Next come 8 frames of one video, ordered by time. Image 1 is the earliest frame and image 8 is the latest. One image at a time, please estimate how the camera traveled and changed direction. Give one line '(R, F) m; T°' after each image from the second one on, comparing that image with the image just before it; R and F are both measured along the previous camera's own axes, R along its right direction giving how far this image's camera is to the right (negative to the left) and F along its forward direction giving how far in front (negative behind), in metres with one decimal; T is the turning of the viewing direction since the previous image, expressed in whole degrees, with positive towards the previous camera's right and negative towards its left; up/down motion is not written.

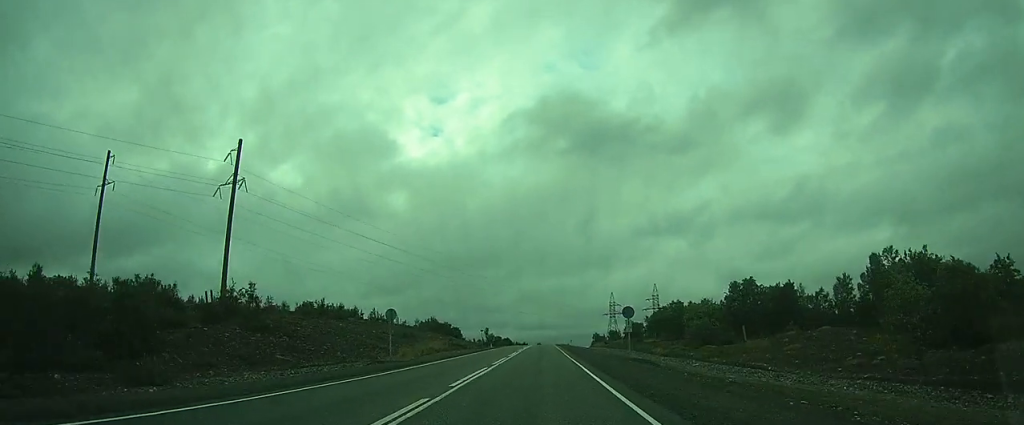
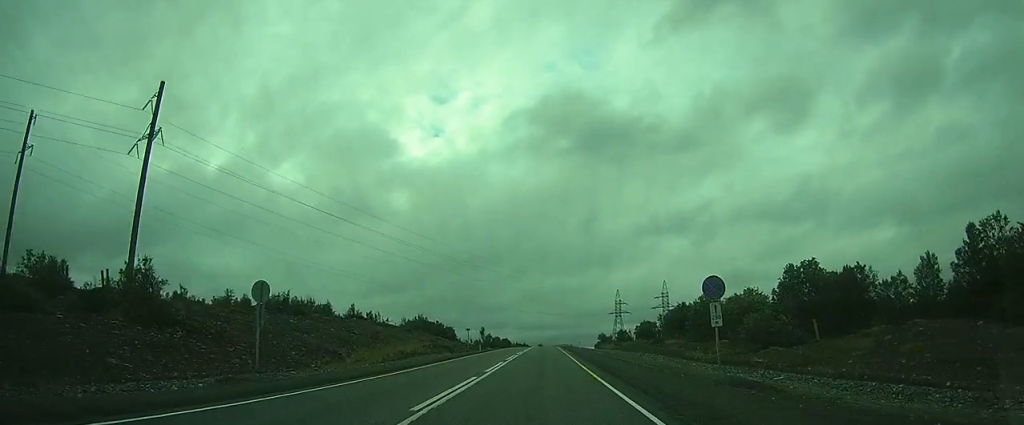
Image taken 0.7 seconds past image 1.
(0.0, +17.5) m; 0°
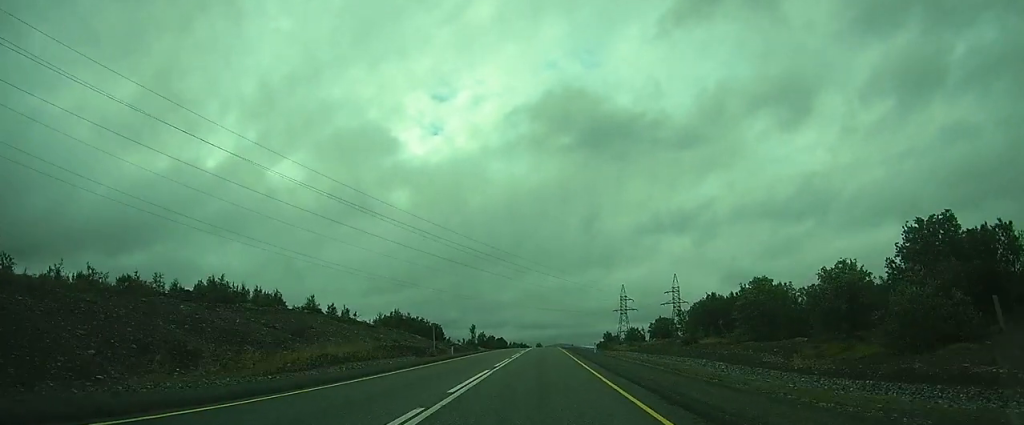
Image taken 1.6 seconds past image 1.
(0.0, +21.5) m; +1°
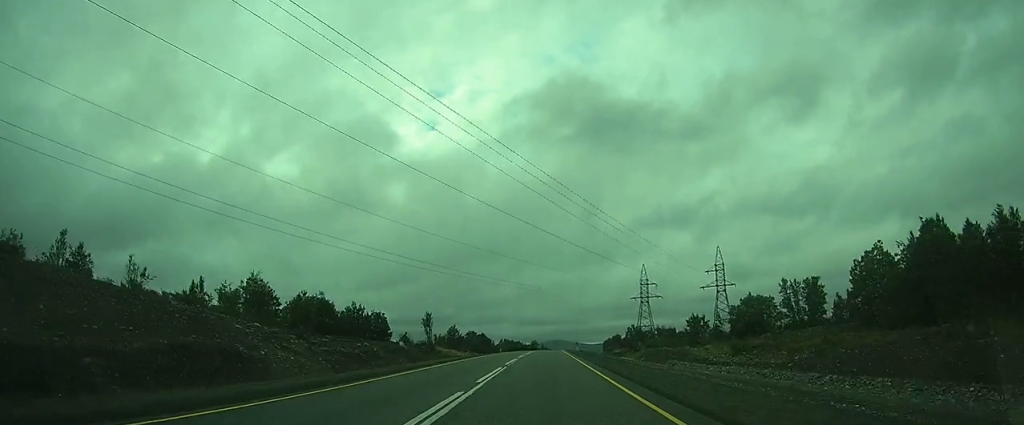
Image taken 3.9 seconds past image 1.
(+0.9, +58.0) m; +1°
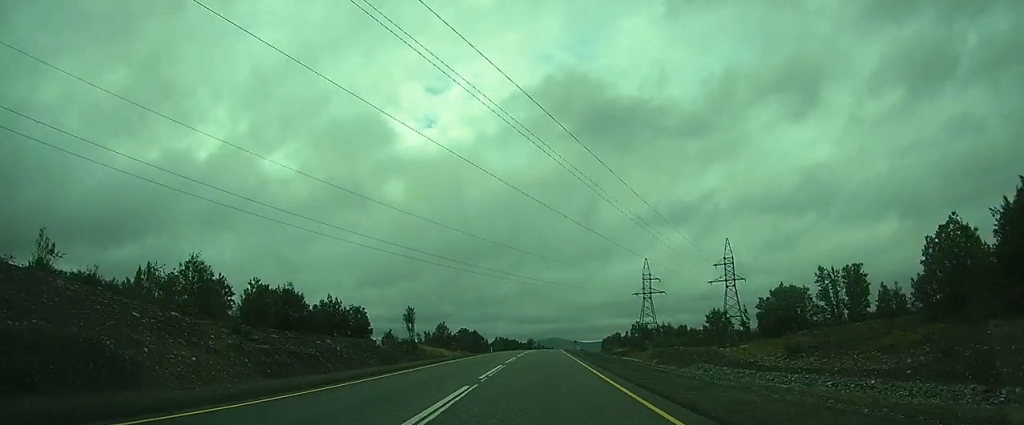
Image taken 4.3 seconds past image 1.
(0.0, +10.8) m; 0°
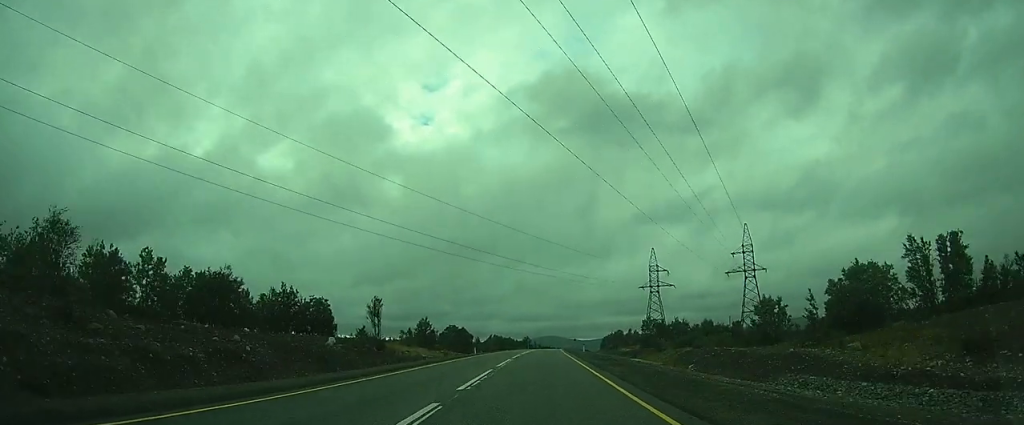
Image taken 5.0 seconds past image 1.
(0.0, +16.6) m; 0°
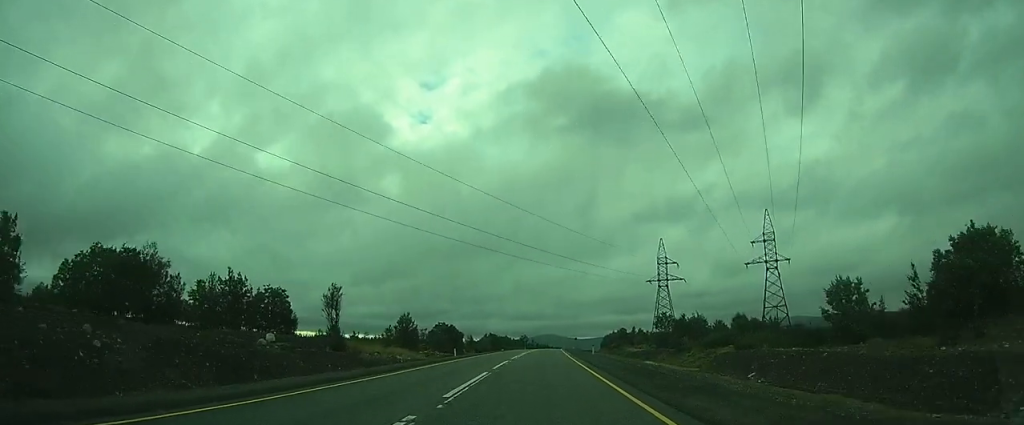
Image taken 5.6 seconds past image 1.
(0.0, +14.1) m; 0°
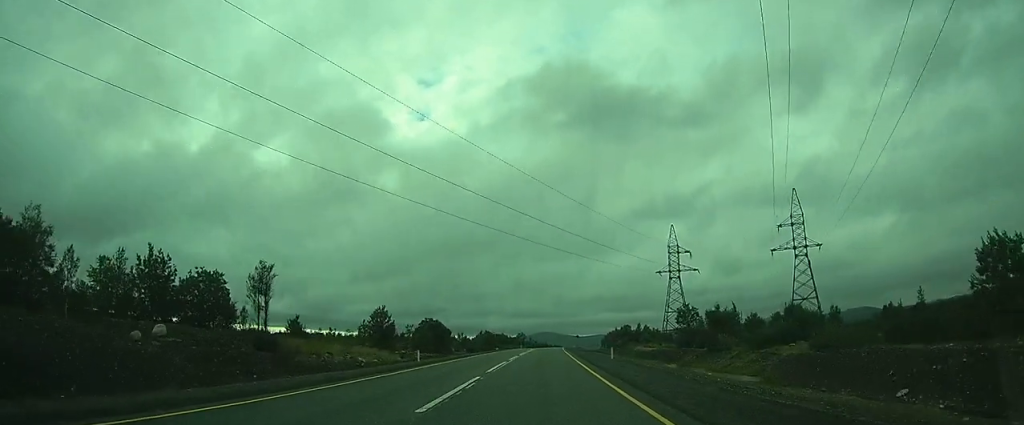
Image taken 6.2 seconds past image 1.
(-0.1, +15.0) m; 0°
